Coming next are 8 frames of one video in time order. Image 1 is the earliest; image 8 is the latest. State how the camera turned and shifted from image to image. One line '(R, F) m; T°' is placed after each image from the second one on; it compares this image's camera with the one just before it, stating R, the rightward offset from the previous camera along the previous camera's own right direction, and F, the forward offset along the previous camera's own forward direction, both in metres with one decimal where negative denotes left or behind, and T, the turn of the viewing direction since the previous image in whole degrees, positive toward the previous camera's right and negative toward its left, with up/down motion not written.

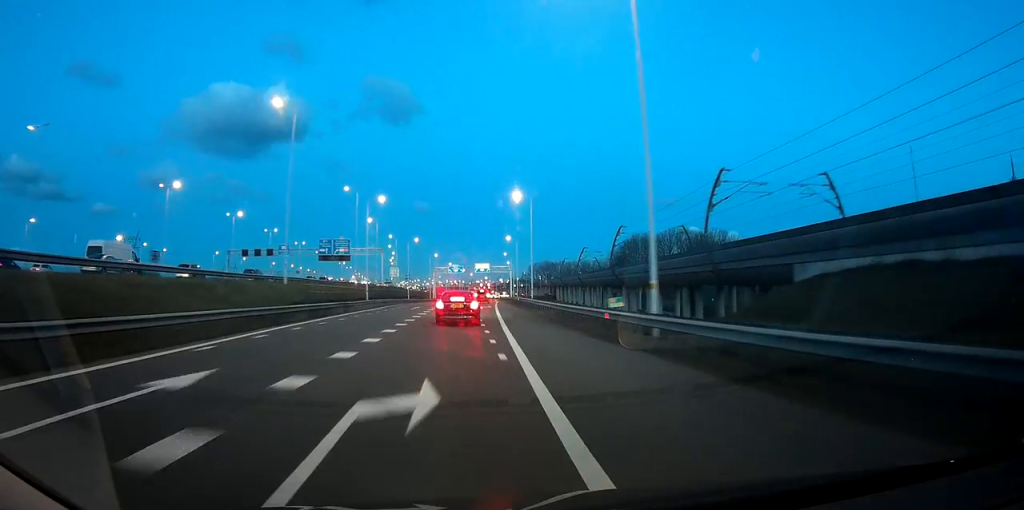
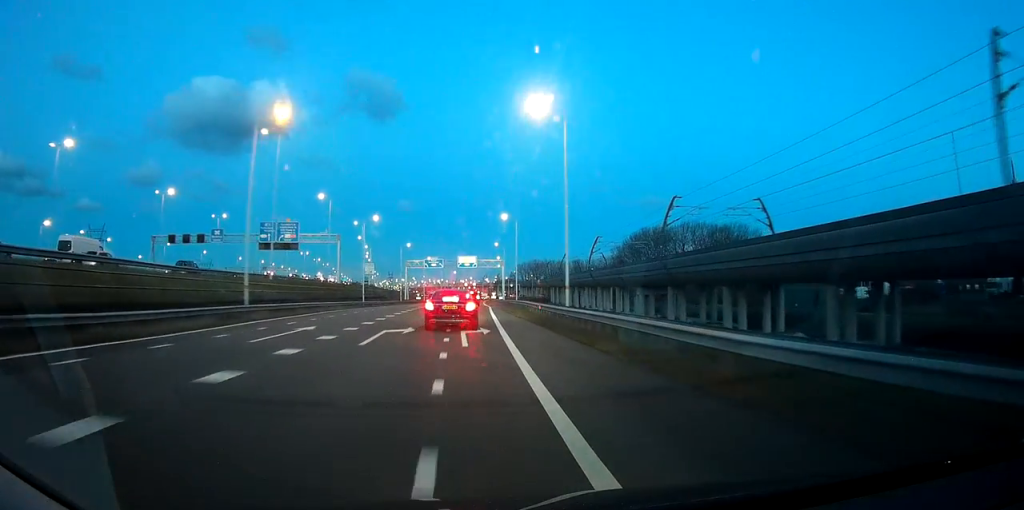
(+0.9, +31.5) m; +2°
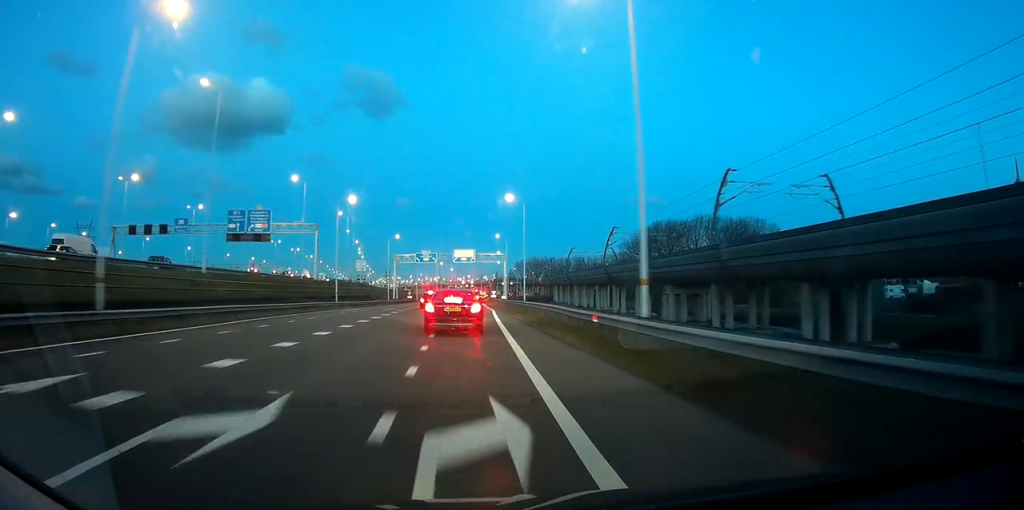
(+0.1, +14.5) m; 0°
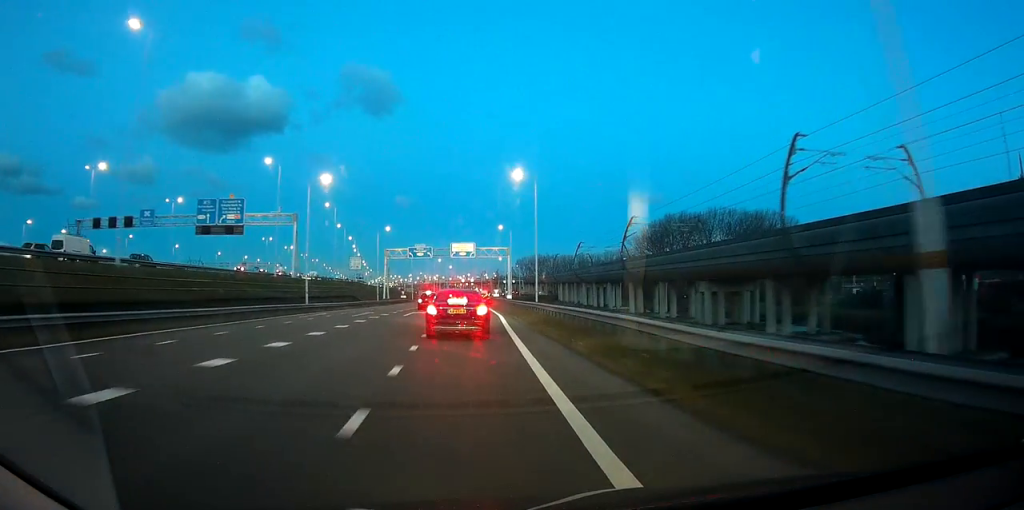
(0.0, +12.1) m; 0°
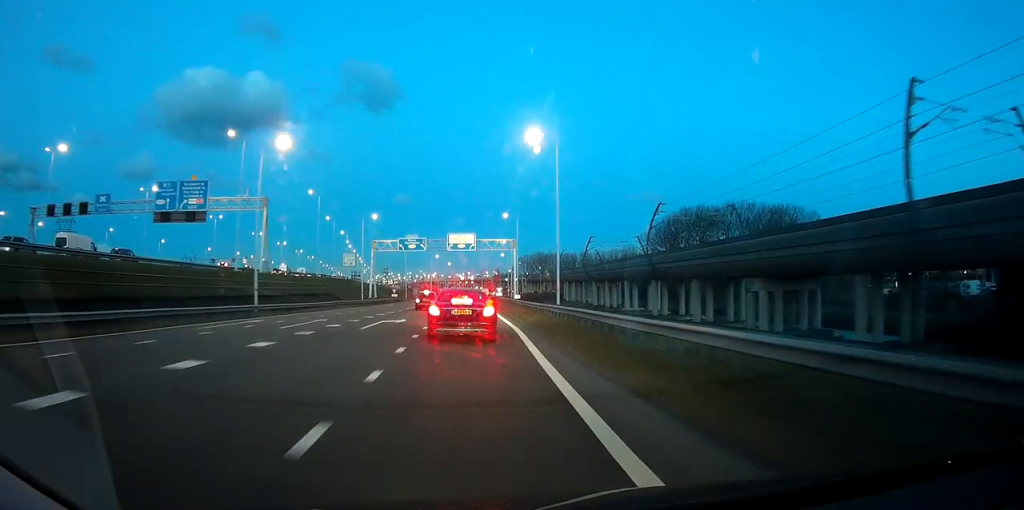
(0.0, +12.8) m; 0°
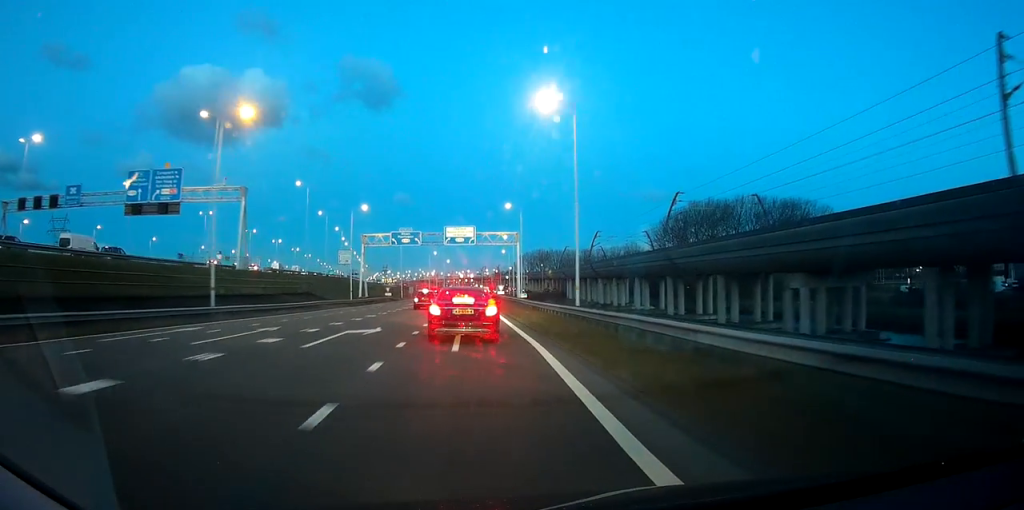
(0.0, +7.2) m; 0°
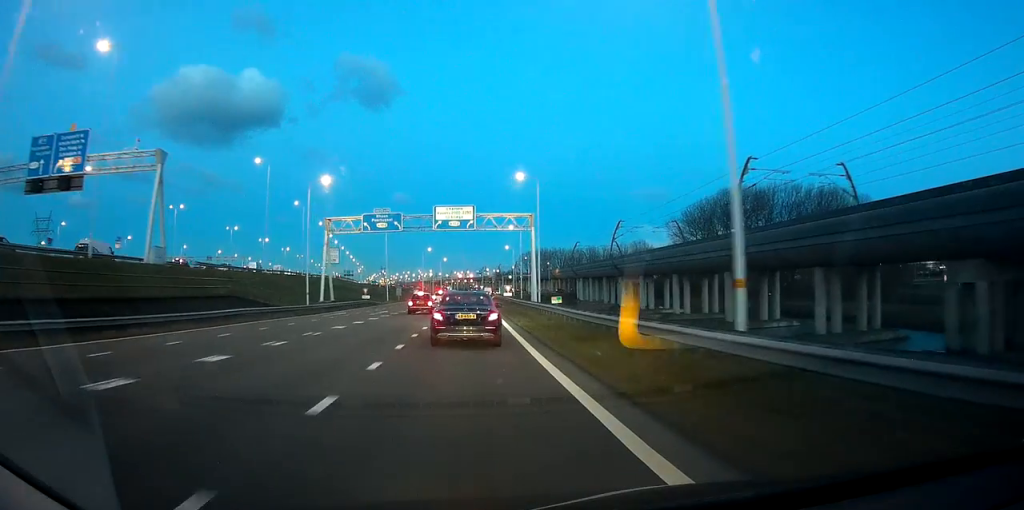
(0.0, +19.4) m; 0°
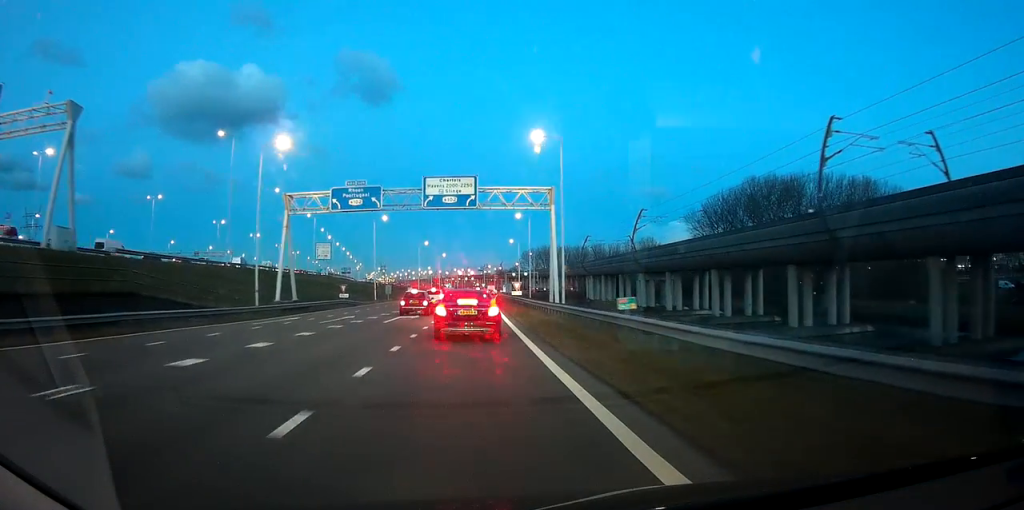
(-0.1, +13.0) m; 0°
